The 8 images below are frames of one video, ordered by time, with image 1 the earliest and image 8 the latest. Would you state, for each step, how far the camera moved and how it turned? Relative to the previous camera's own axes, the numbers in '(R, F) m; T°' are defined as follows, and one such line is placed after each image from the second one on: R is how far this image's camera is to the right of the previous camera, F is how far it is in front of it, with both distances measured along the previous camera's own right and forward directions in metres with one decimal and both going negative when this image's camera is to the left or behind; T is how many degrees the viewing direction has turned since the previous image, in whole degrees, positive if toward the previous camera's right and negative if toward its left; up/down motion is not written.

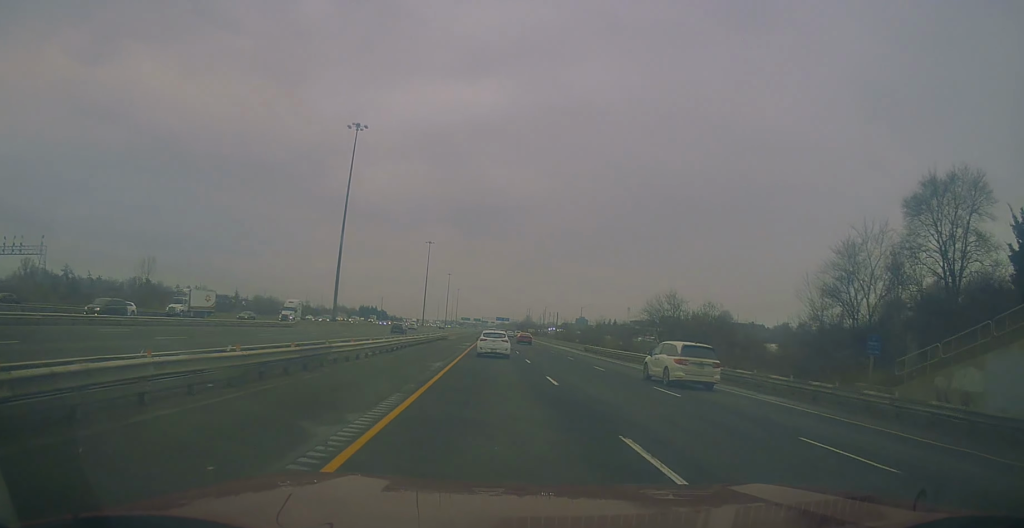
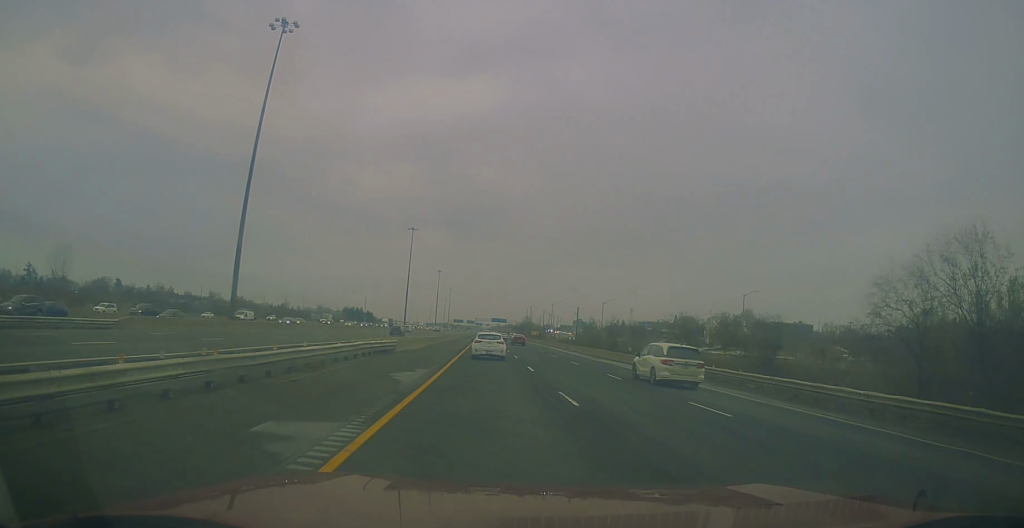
(+0.2, +40.1) m; +1°
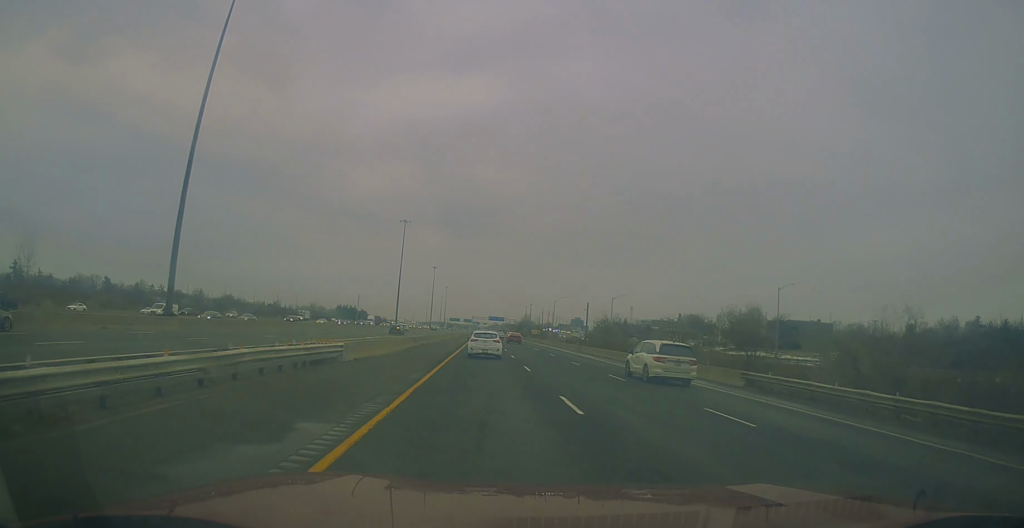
(-0.1, +13.1) m; 0°
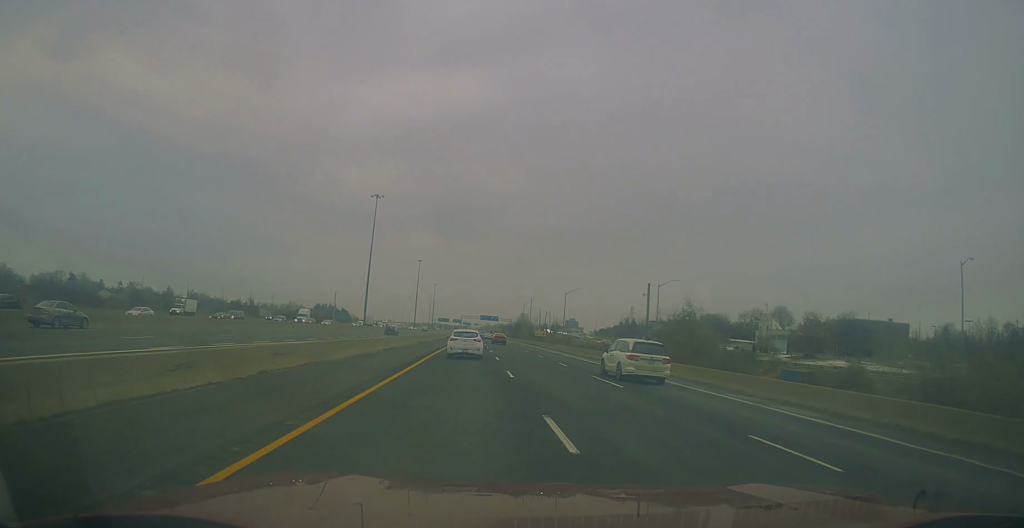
(+0.4, +38.7) m; +1°
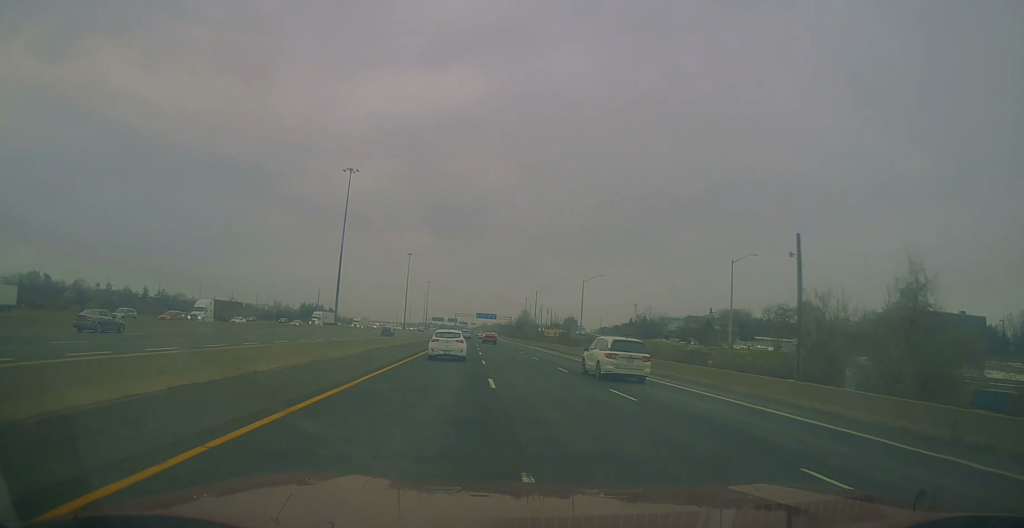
(-0.2, +27.7) m; 0°
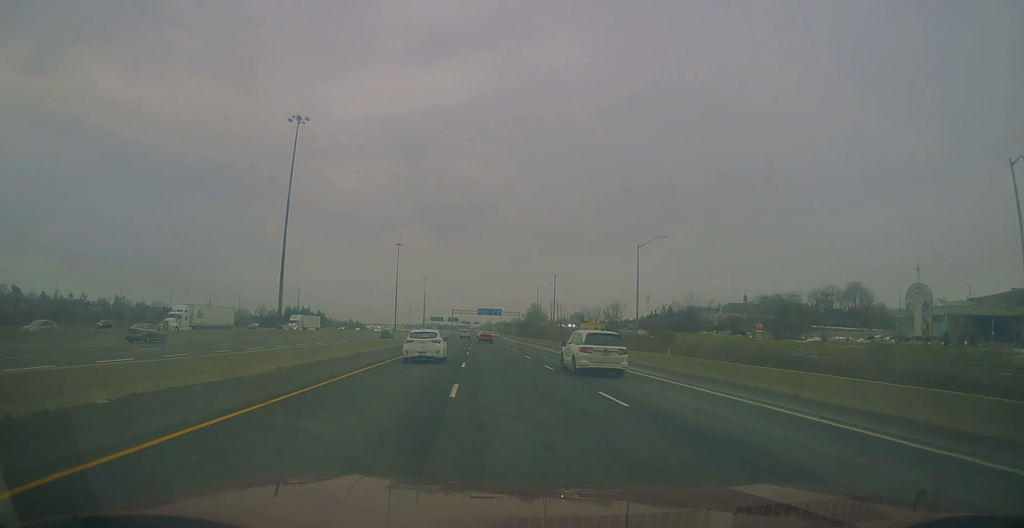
(+0.1, +37.5) m; -1°
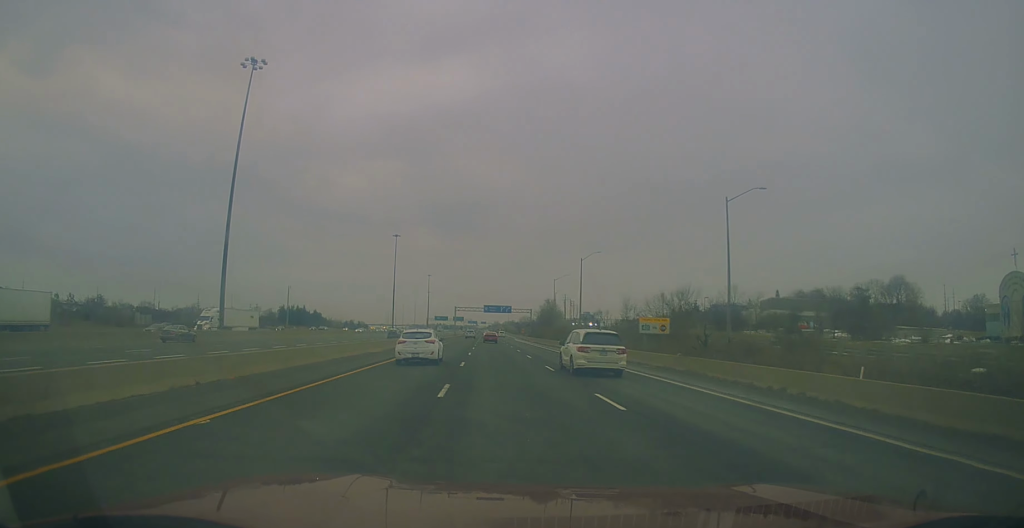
(-0.4, +24.1) m; 0°
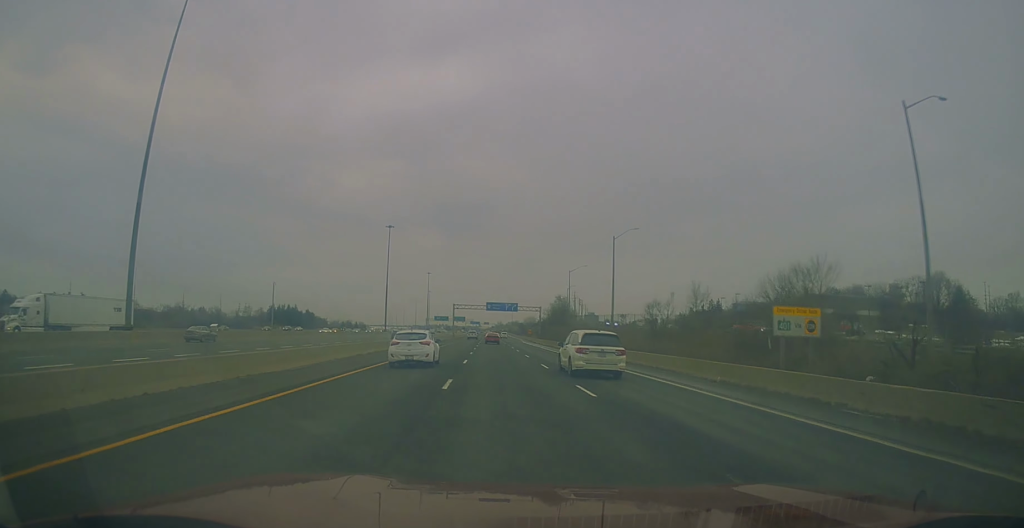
(+0.2, +21.2) m; 0°
